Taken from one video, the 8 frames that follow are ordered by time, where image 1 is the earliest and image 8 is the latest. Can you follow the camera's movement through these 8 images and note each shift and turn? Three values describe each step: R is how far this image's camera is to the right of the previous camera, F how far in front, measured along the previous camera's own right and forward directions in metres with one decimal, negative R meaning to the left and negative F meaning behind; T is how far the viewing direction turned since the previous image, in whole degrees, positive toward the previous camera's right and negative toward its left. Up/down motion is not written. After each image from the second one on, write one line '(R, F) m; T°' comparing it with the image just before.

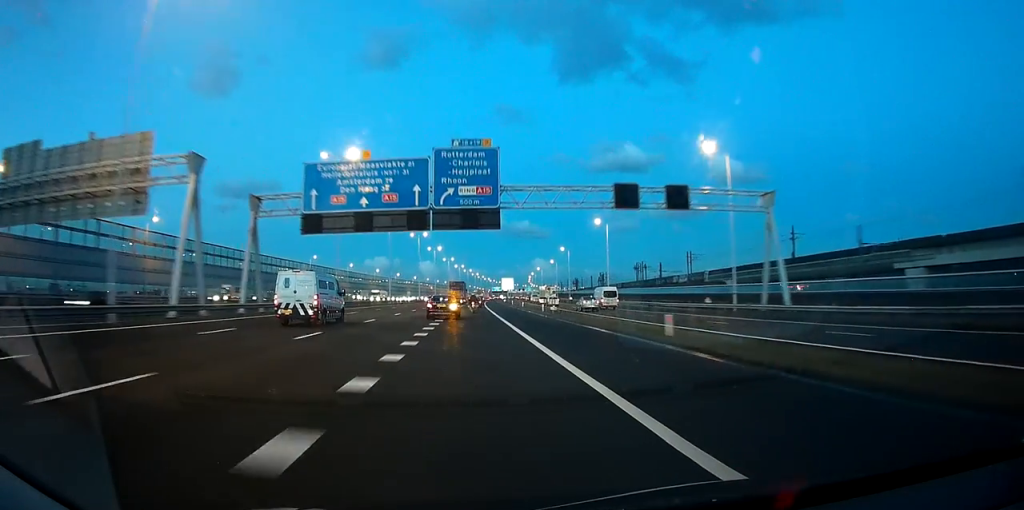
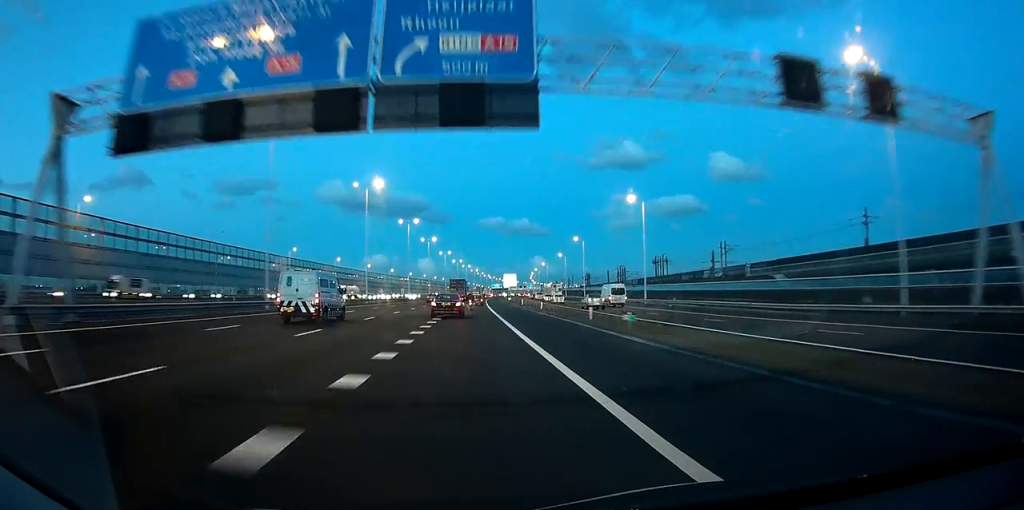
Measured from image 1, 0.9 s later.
(+0.1, +23.2) m; 0°
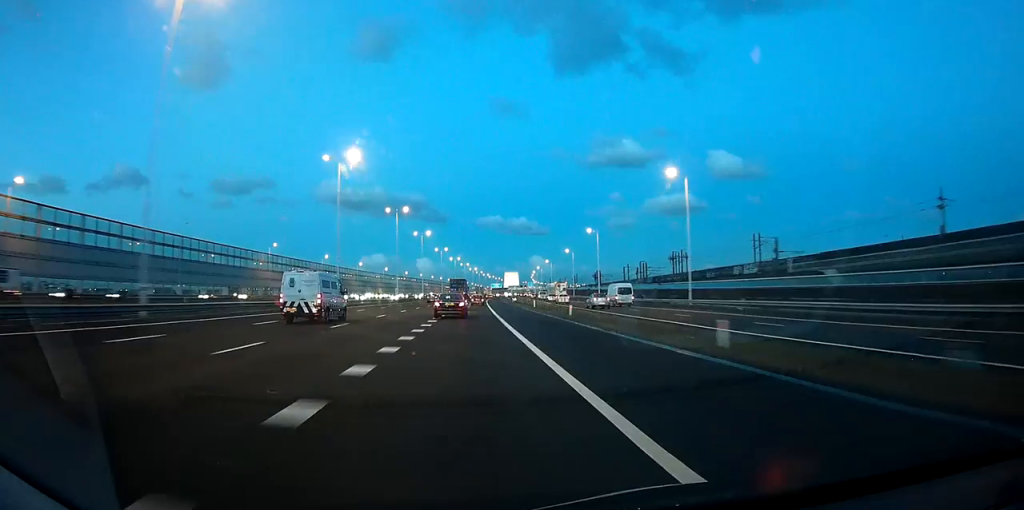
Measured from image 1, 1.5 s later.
(+0.1, +17.9) m; 0°
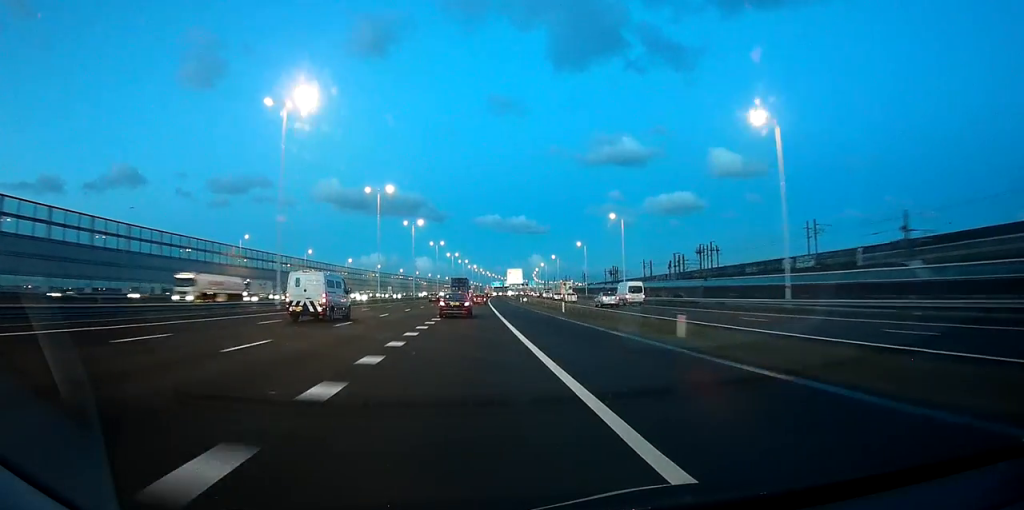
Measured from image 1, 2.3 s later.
(-0.3, +21.6) m; 0°
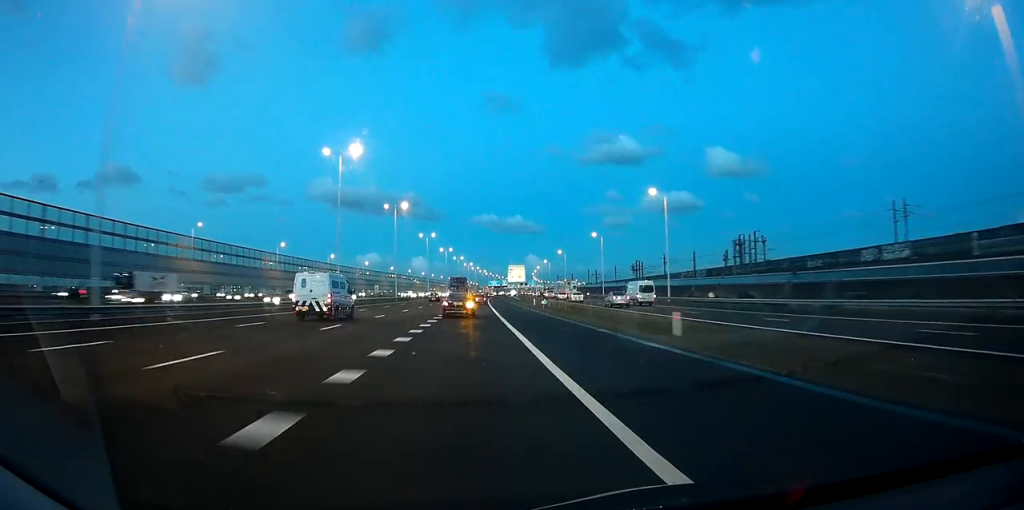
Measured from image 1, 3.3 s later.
(+0.5, +25.3) m; 0°
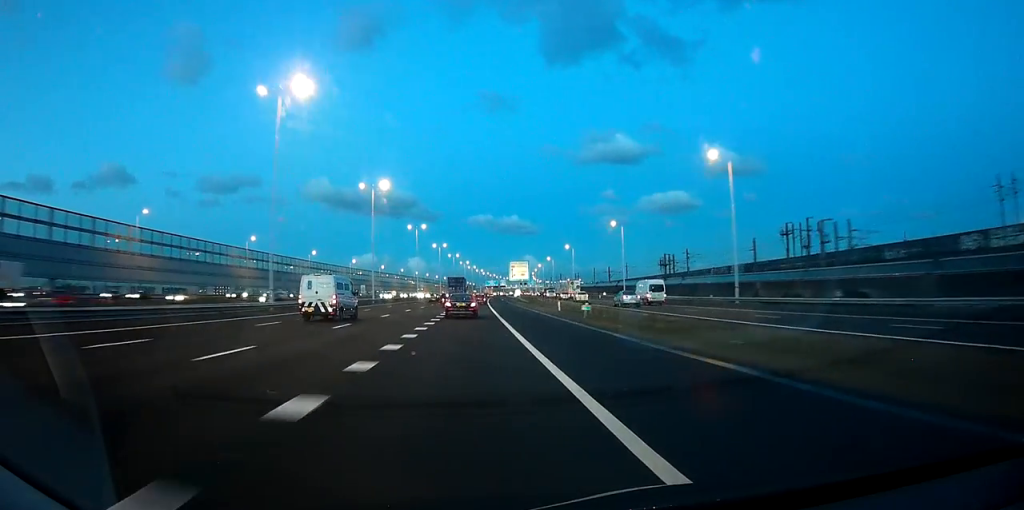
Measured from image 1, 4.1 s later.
(-0.4, +21.9) m; 0°
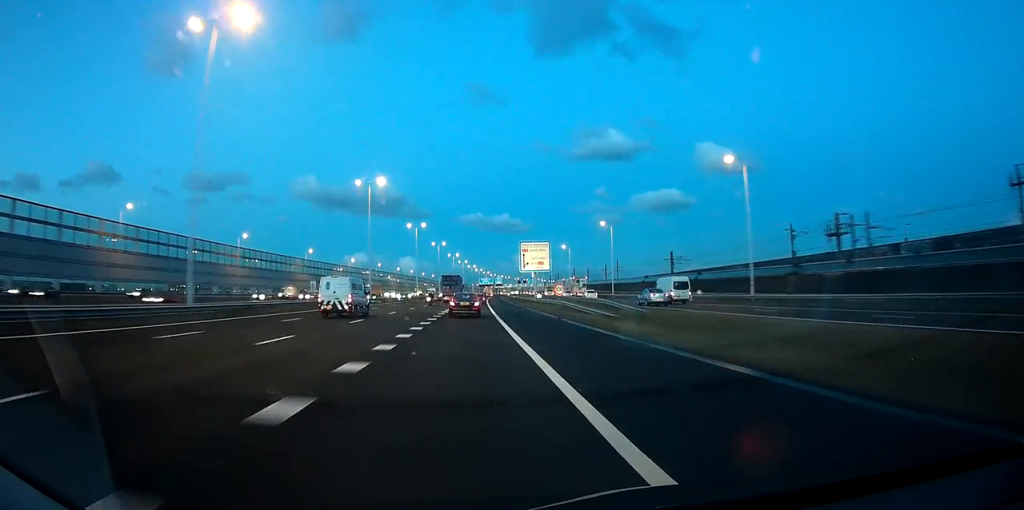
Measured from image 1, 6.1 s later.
(0.0, +56.9) m; 0°
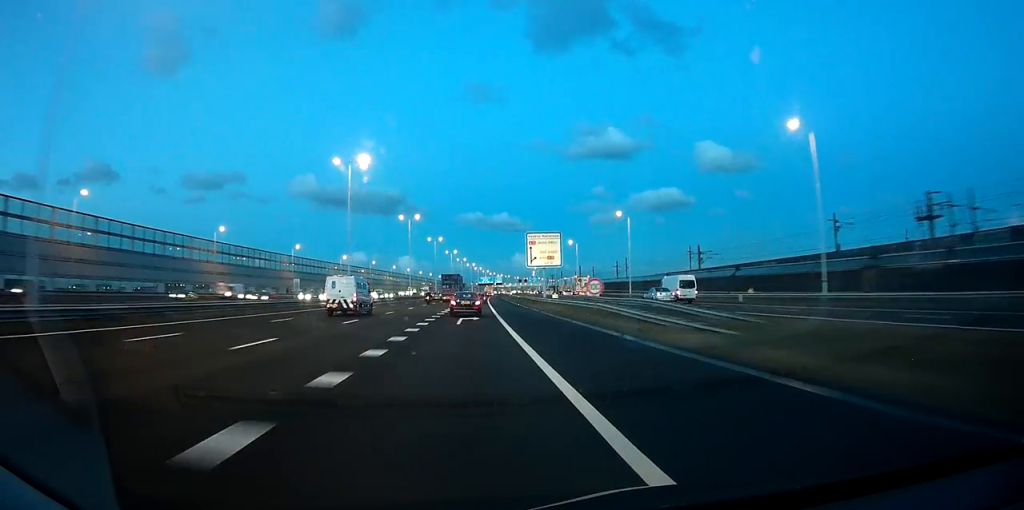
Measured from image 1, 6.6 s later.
(+0.1, +13.8) m; 0°
